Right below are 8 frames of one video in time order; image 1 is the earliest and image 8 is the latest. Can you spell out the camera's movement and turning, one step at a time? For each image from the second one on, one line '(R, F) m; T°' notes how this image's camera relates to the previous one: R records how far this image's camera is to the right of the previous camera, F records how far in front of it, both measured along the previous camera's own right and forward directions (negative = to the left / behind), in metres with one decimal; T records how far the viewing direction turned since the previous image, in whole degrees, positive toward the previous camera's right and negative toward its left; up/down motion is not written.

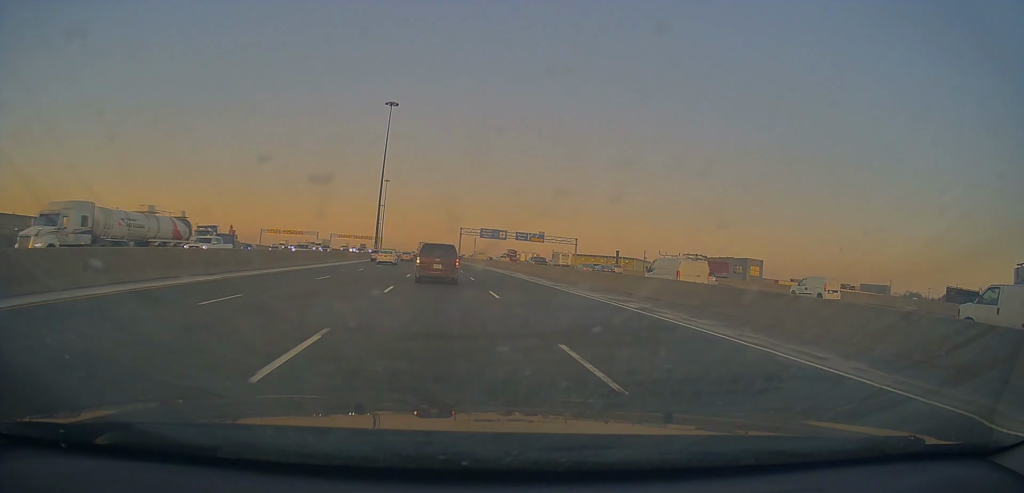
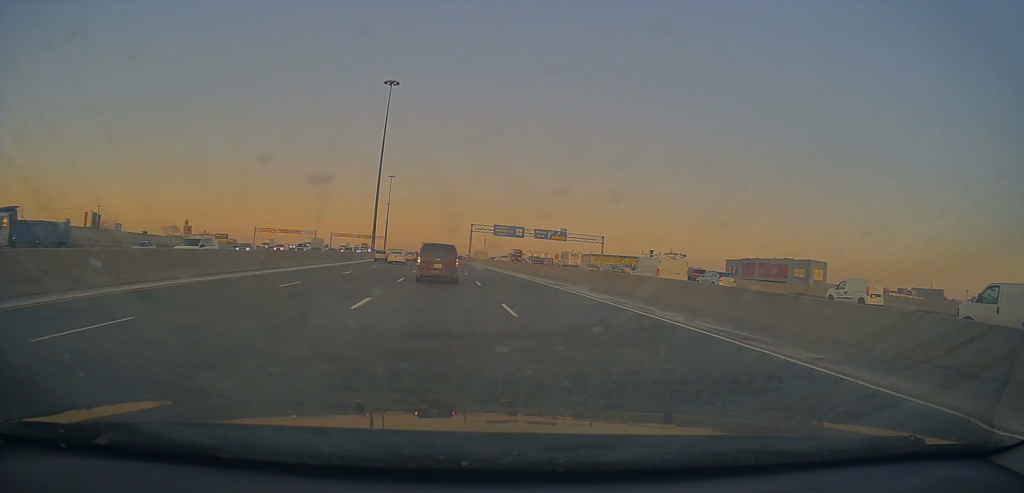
(0.0, +17.3) m; -1°
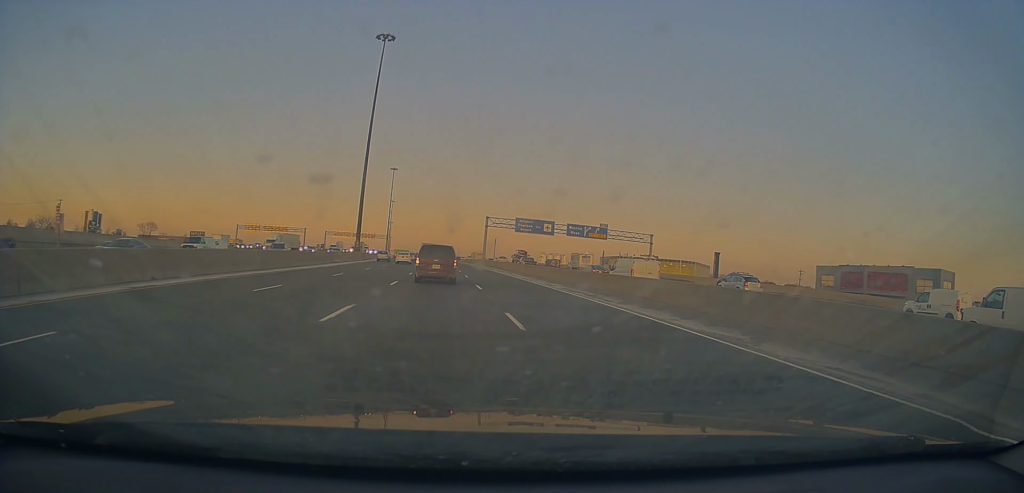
(-0.5, +26.1) m; -1°
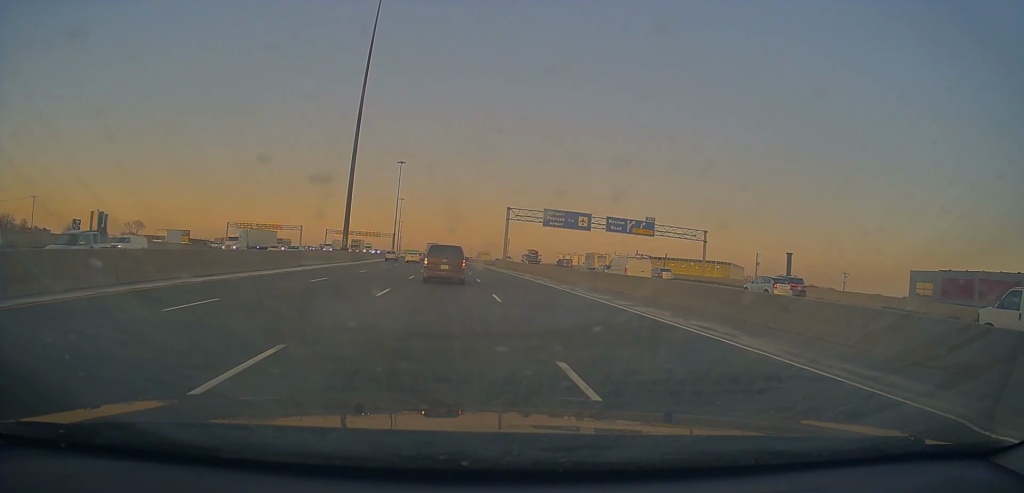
(+0.1, +17.8) m; -1°
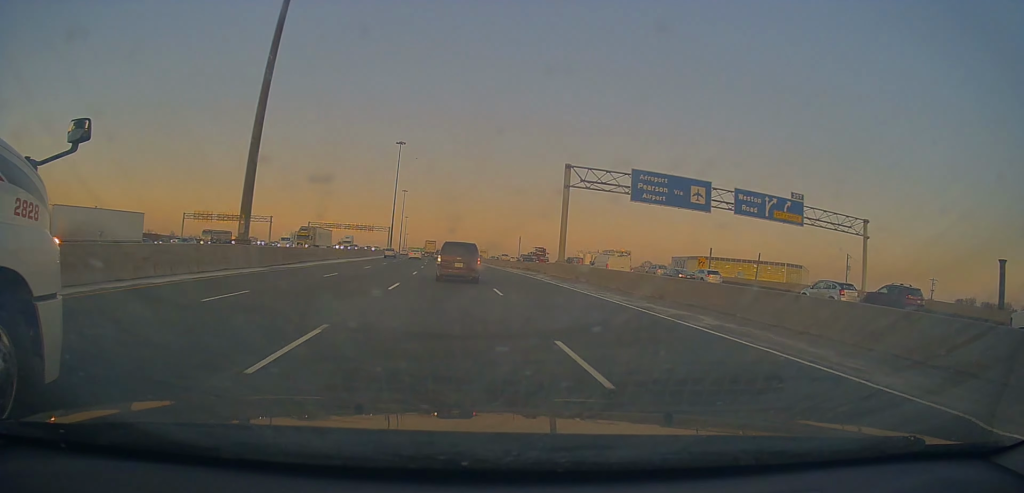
(-0.7, +35.2) m; -2°
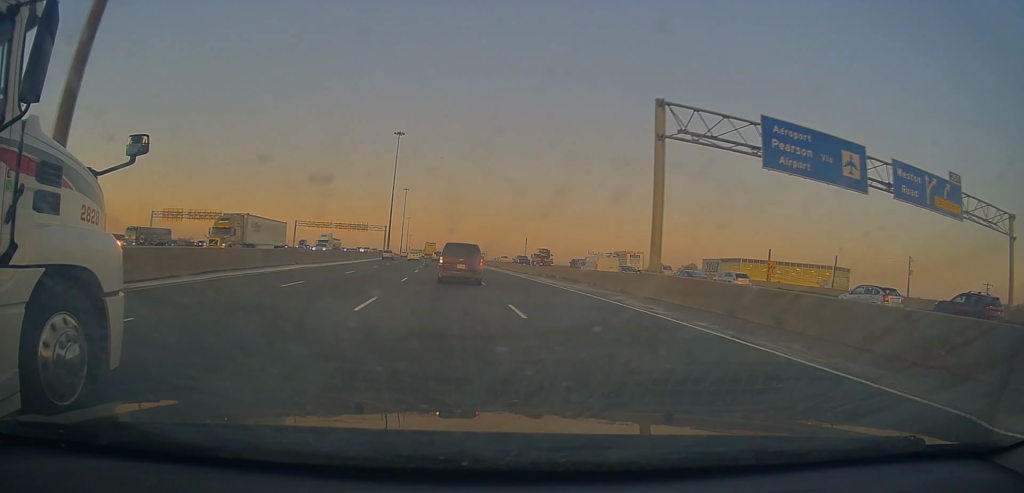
(0.0, +18.5) m; -1°
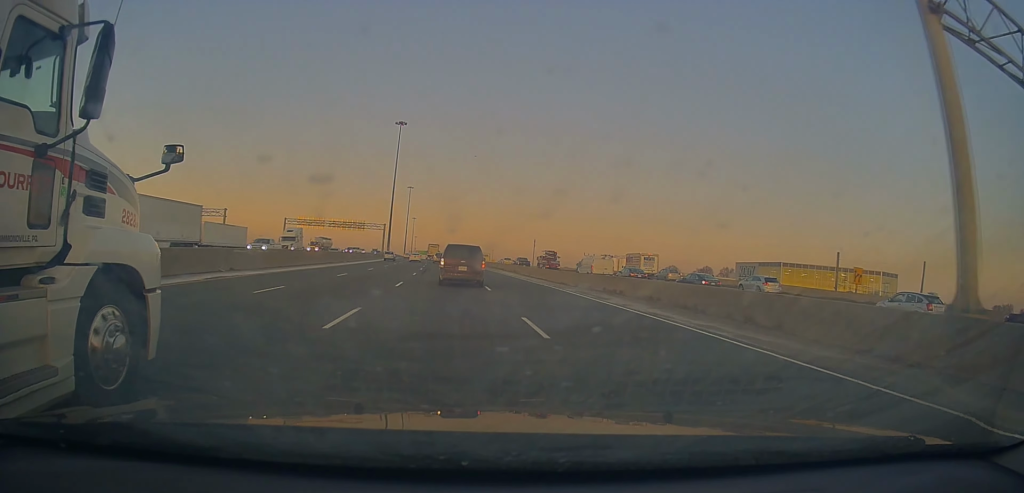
(-0.3, +15.1) m; 0°
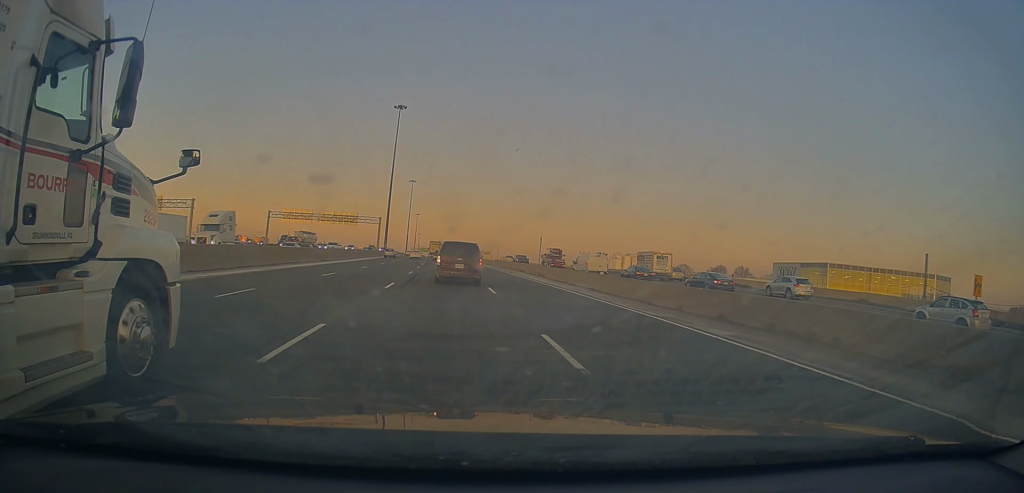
(0.0, +15.1) m; 0°
